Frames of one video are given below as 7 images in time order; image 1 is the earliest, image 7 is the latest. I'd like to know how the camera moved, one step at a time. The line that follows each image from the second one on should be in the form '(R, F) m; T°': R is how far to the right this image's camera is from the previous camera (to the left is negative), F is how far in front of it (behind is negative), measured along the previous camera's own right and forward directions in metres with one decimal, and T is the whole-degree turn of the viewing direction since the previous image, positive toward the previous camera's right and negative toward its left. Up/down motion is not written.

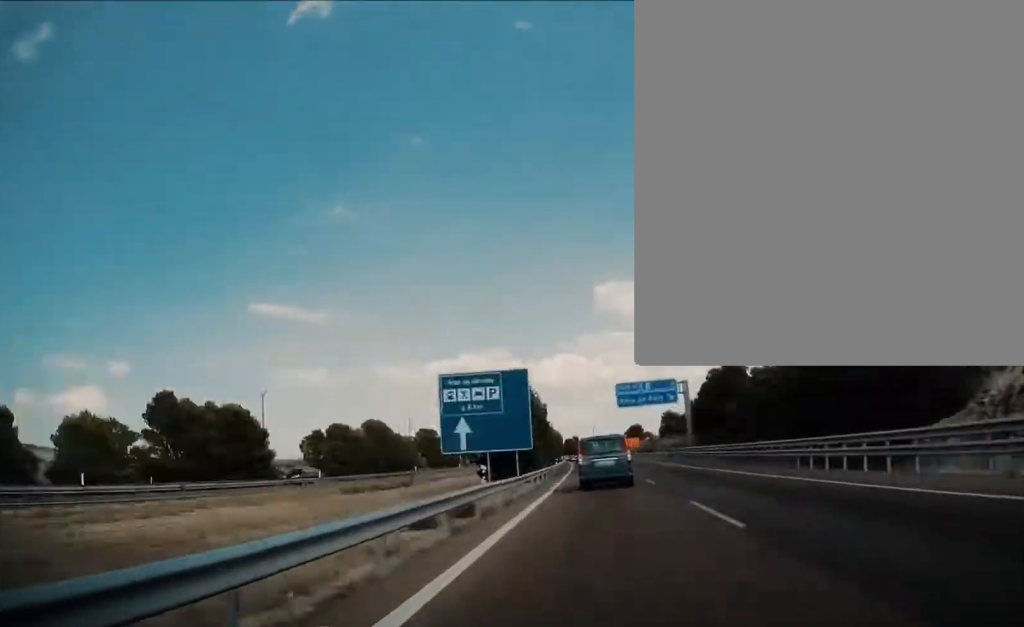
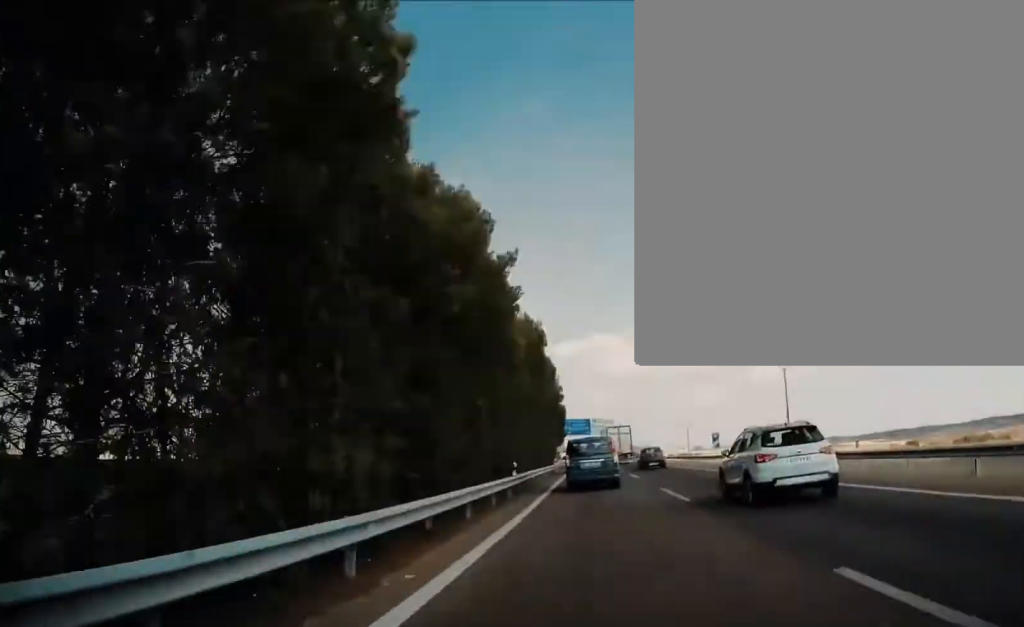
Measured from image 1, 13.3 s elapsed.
(-30.3, +421.6) m; -10°
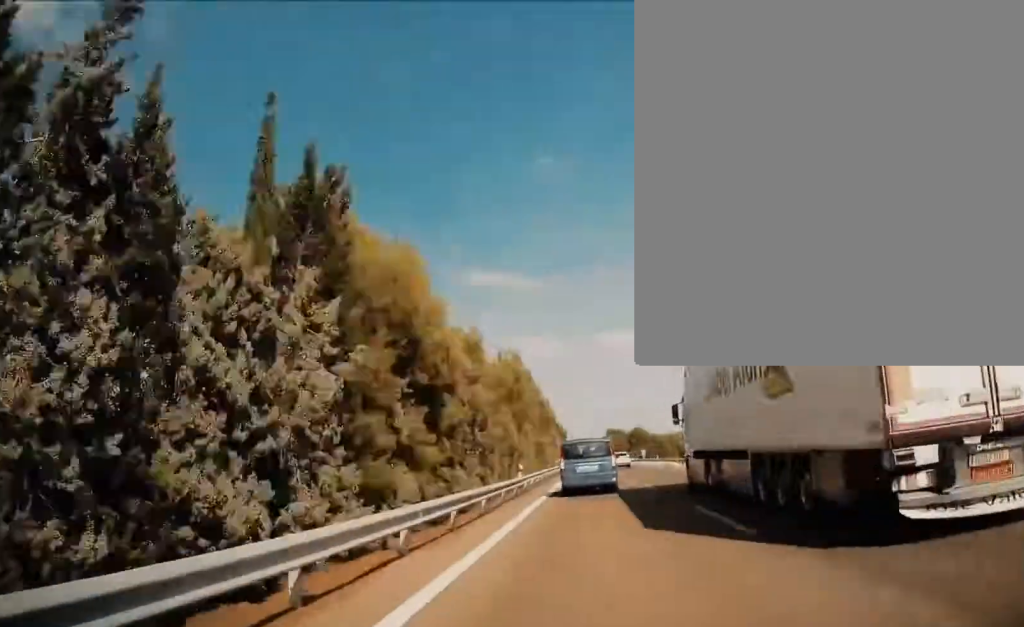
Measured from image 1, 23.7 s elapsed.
(-24.5, +344.9) m; -5°
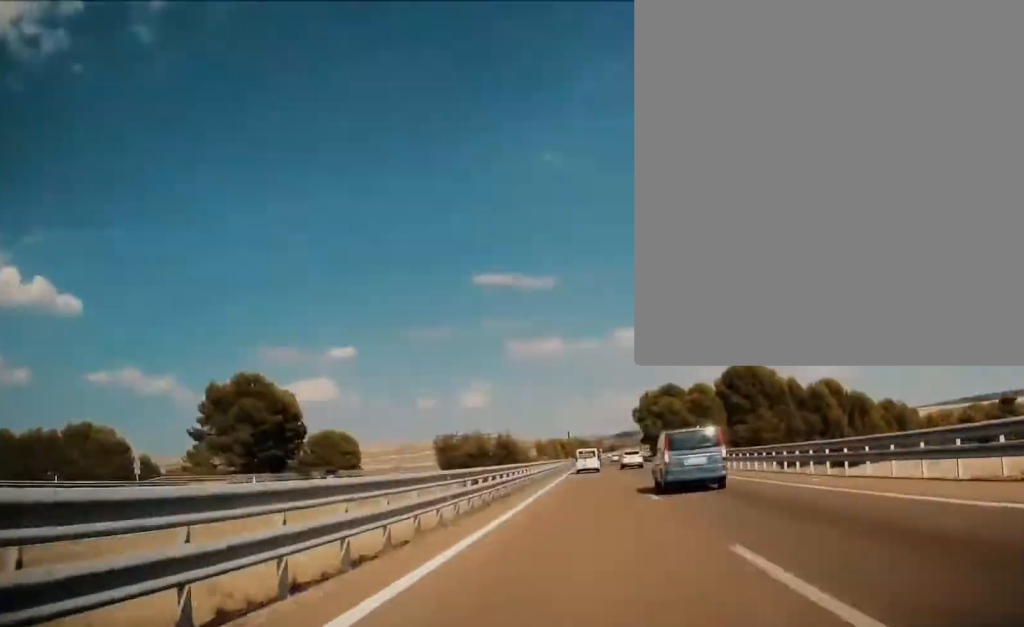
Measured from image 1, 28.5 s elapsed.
(-3.4, +164.9) m; +1°
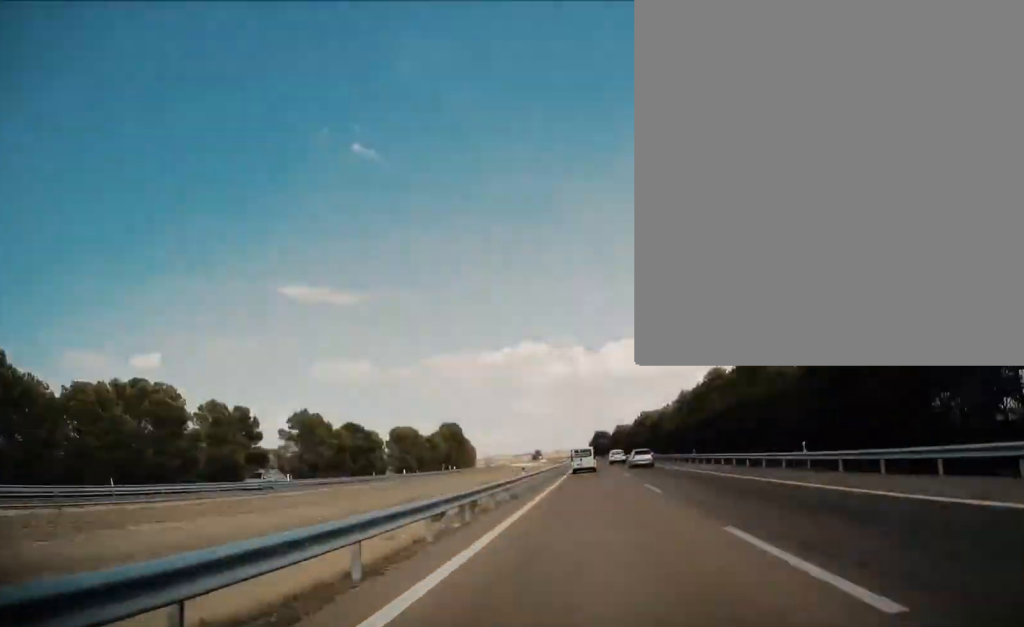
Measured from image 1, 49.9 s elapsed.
(+93.8, +767.4) m; +7°
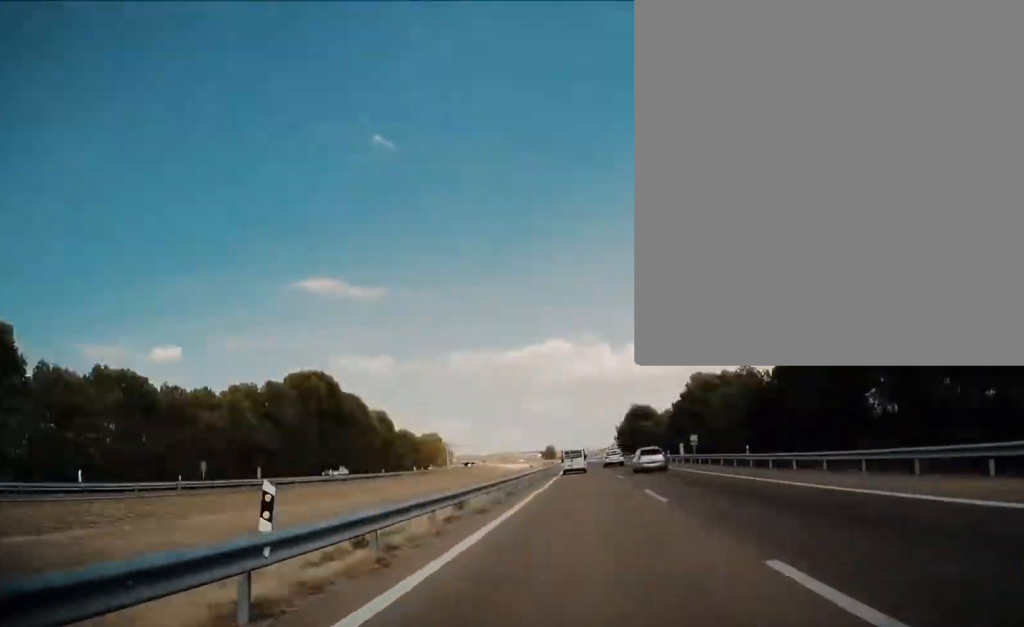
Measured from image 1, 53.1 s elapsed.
(-0.8, +118.1) m; -3°
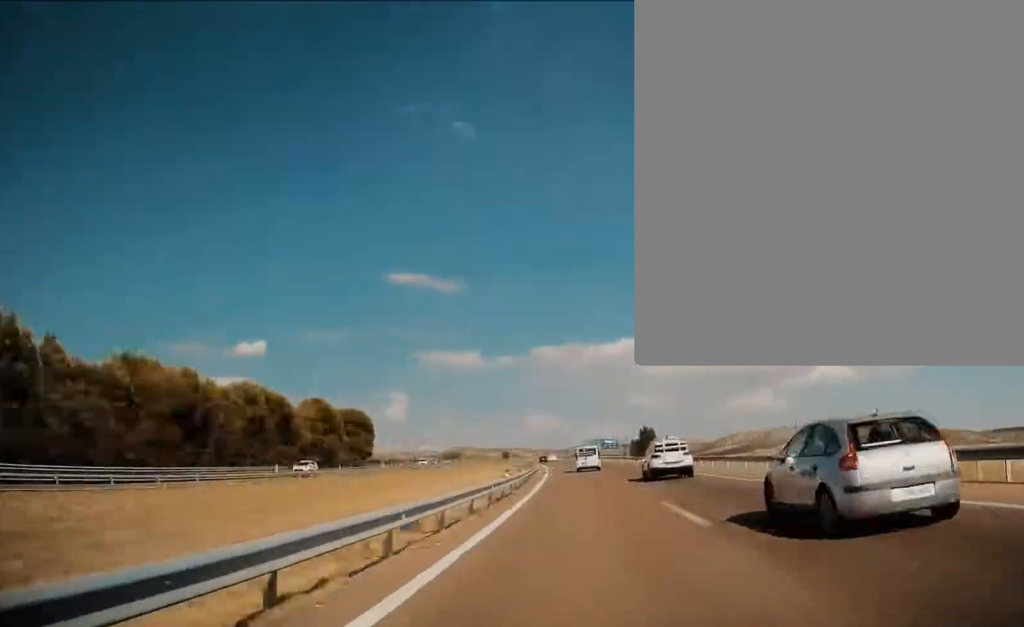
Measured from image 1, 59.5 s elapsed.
(-10.3, +237.0) m; -8°
